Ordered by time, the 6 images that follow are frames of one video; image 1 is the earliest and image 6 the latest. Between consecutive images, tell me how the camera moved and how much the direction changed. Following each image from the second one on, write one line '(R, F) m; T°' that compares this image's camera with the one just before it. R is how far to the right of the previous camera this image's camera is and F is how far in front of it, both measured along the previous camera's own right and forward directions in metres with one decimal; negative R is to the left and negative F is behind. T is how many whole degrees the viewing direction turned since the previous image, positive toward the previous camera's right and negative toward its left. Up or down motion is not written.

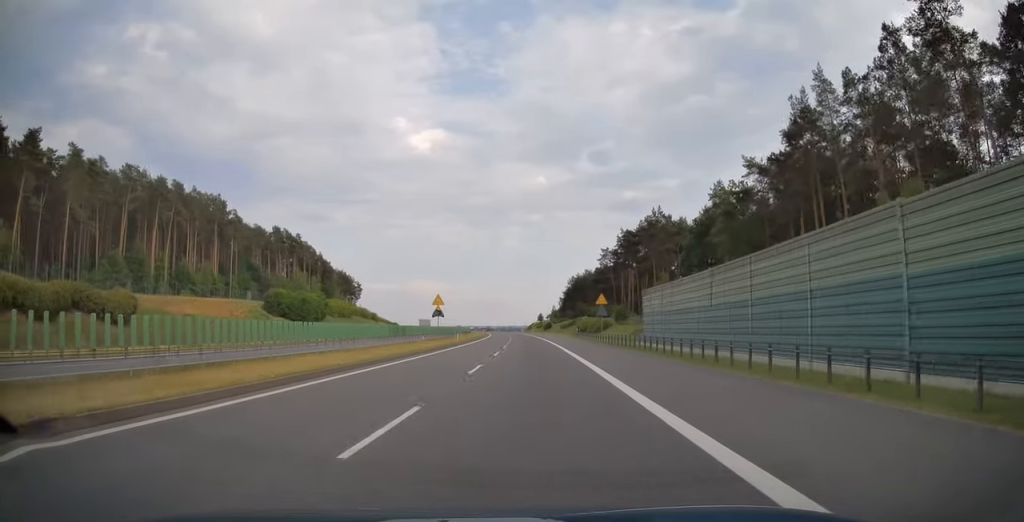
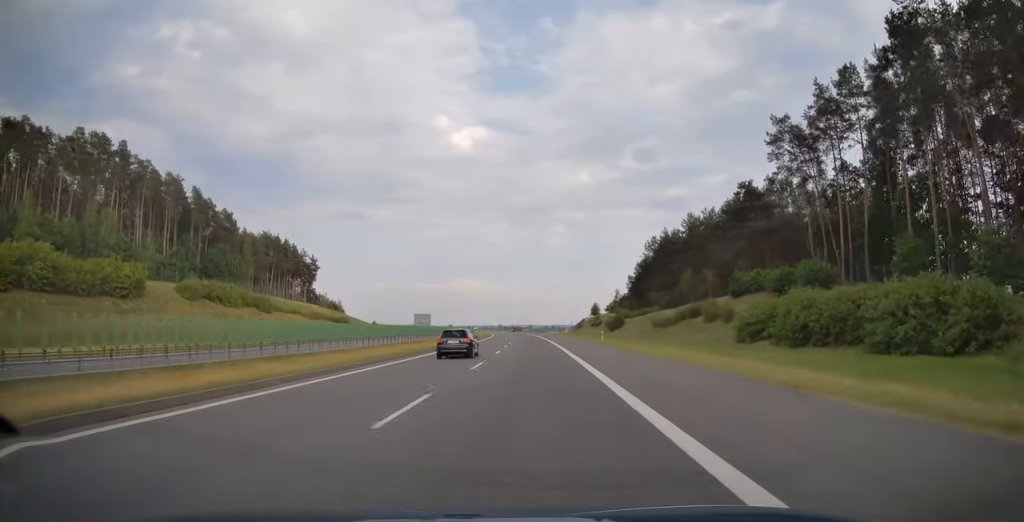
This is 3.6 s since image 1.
(-3.2, +117.6) m; -3°
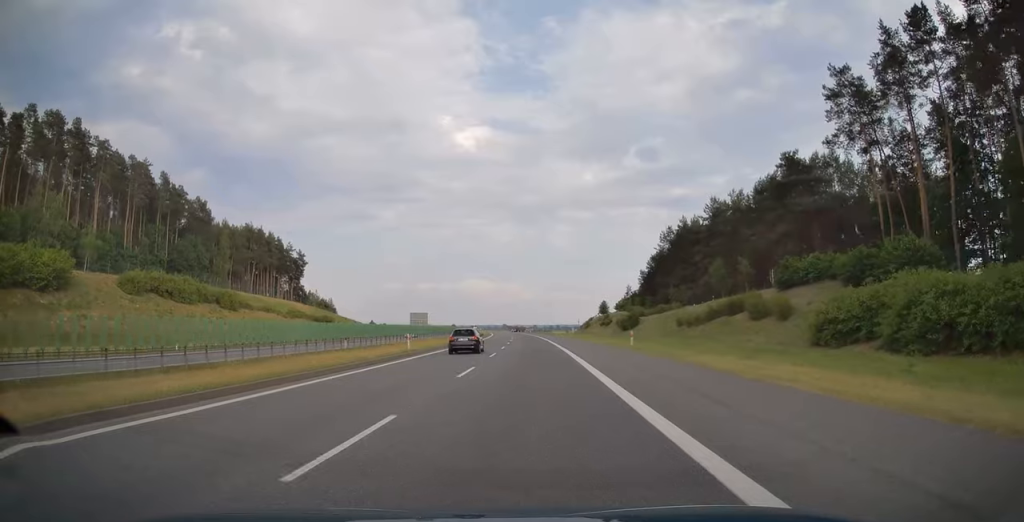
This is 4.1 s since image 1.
(-0.1, +15.2) m; -1°
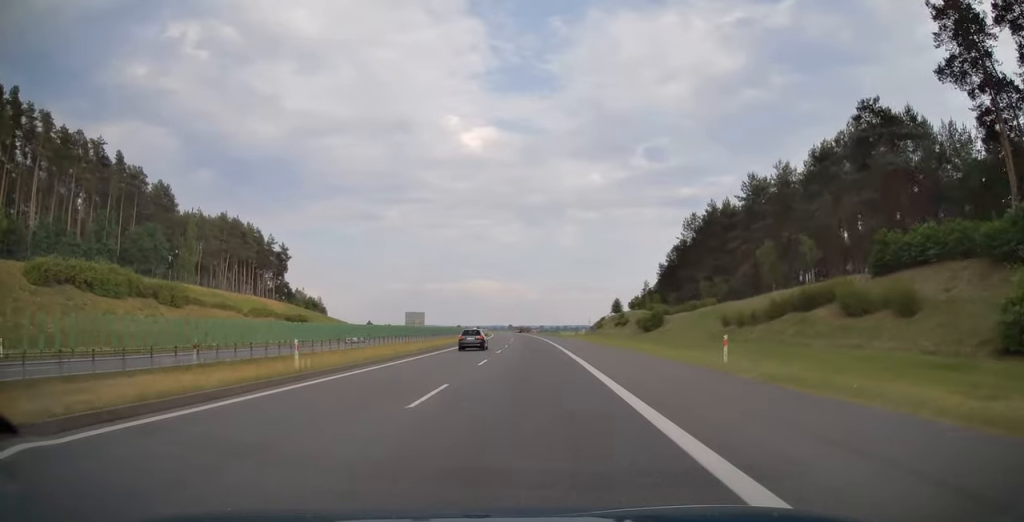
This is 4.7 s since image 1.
(0.0, +18.5) m; -1°
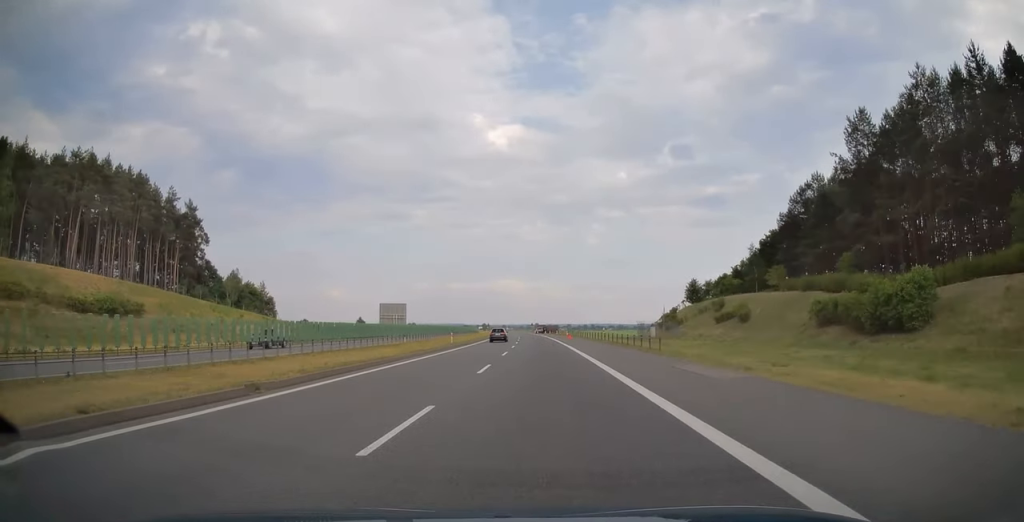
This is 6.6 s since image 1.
(-1.2, +64.0) m; -2°
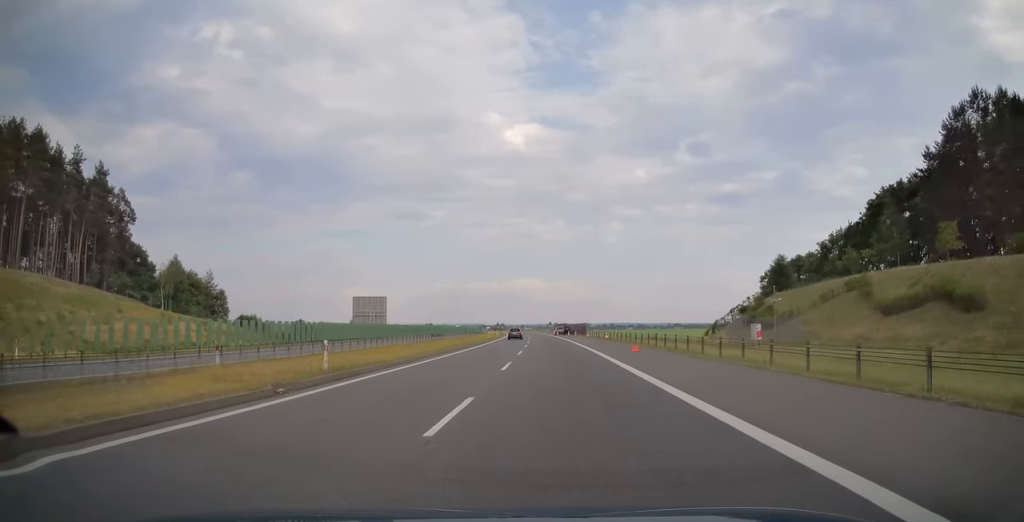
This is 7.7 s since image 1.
(-0.6, +34.8) m; -2°
